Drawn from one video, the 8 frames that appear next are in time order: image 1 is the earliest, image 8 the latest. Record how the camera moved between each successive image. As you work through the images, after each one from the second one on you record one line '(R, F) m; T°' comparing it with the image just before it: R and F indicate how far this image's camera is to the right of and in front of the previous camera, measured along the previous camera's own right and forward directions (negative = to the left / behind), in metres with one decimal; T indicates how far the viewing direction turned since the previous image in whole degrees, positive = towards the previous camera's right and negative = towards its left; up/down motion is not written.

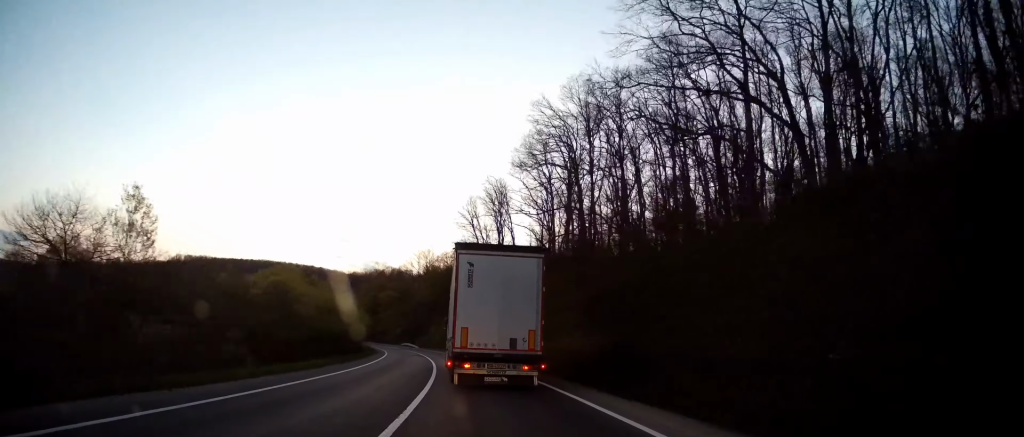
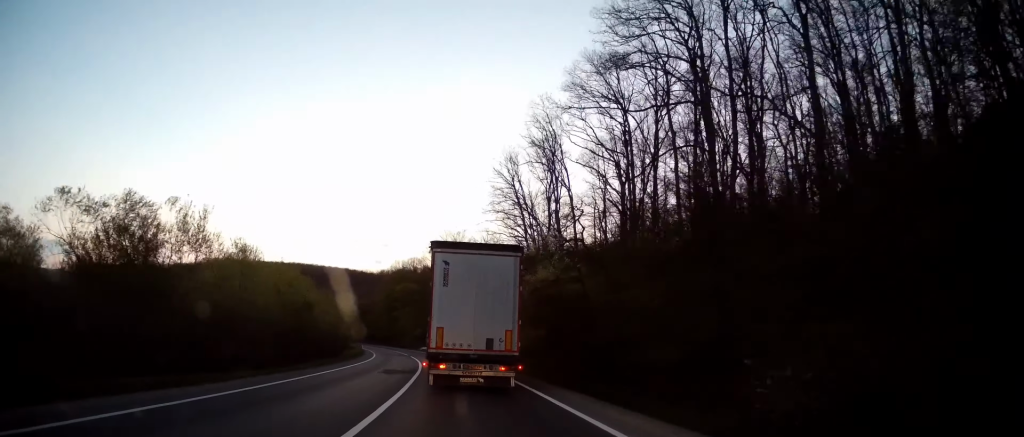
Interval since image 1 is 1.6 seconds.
(-0.9, +27.0) m; -4°
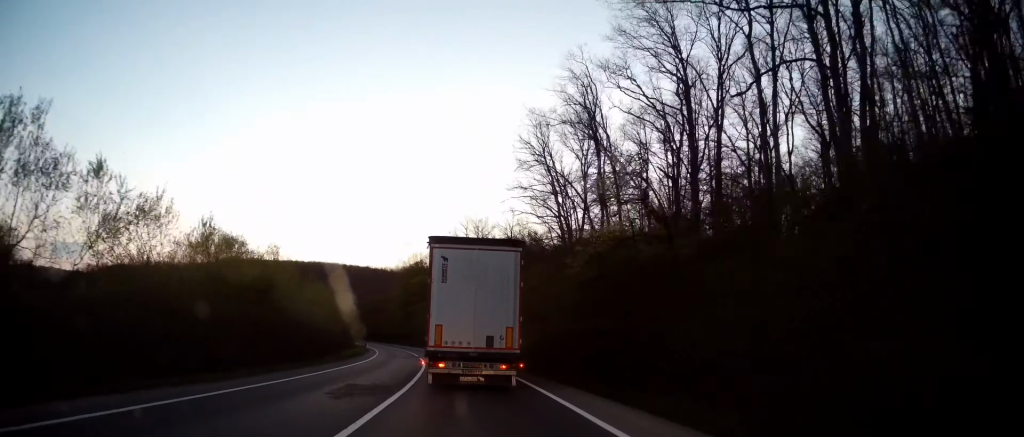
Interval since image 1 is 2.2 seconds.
(-0.2, +10.5) m; -2°
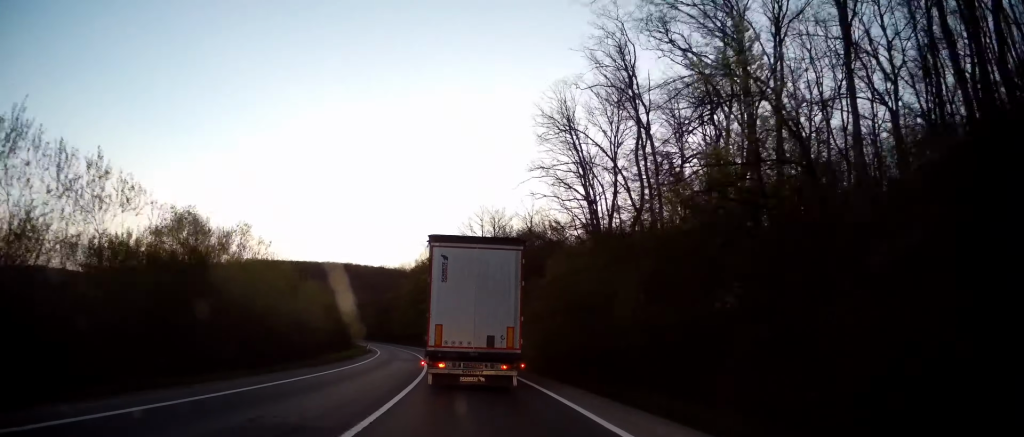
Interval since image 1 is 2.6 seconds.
(0.0, +7.6) m; -1°
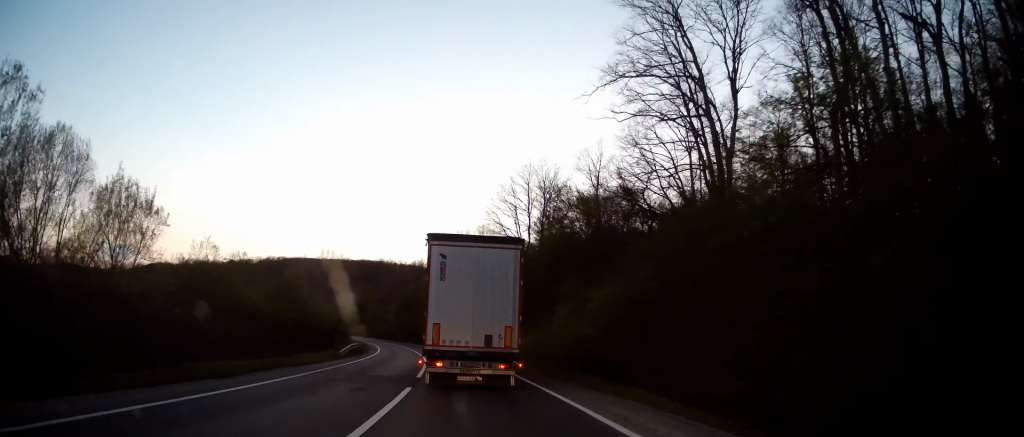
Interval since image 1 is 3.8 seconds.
(-0.6, +21.2) m; -4°
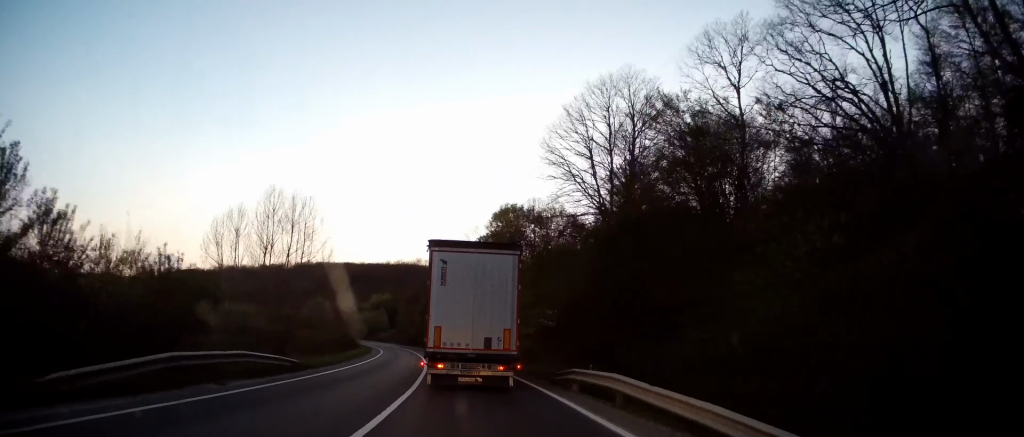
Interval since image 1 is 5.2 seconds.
(-1.1, +24.1) m; -5°
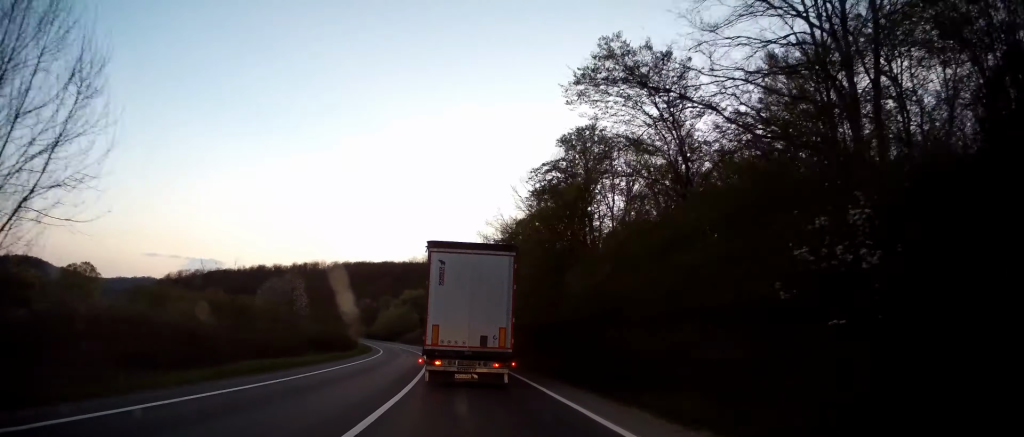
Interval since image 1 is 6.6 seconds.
(-1.2, +25.5) m; -5°
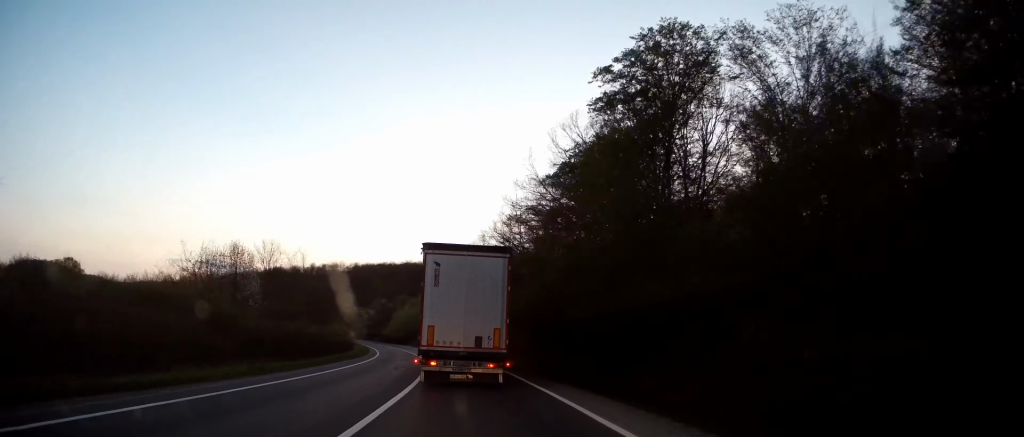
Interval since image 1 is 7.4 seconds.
(-0.4, +14.5) m; -3°
